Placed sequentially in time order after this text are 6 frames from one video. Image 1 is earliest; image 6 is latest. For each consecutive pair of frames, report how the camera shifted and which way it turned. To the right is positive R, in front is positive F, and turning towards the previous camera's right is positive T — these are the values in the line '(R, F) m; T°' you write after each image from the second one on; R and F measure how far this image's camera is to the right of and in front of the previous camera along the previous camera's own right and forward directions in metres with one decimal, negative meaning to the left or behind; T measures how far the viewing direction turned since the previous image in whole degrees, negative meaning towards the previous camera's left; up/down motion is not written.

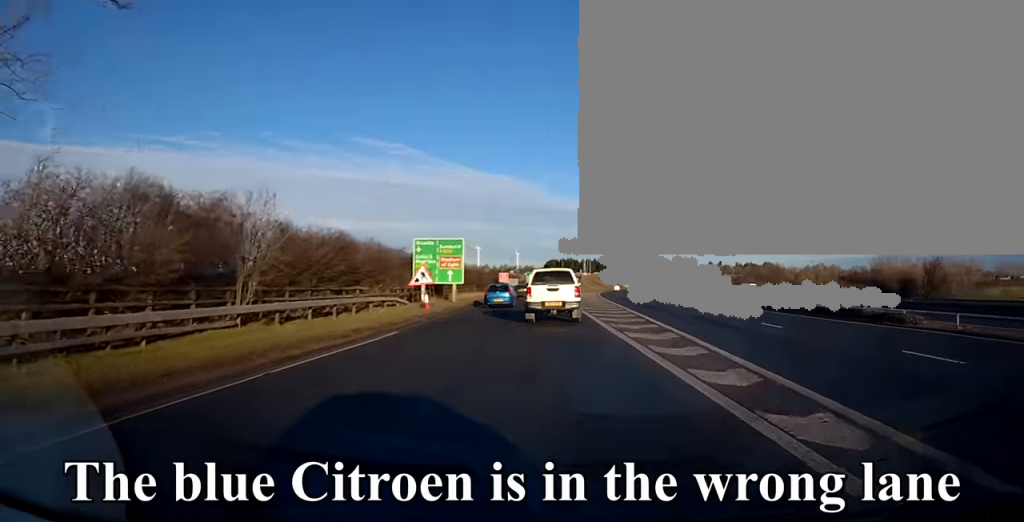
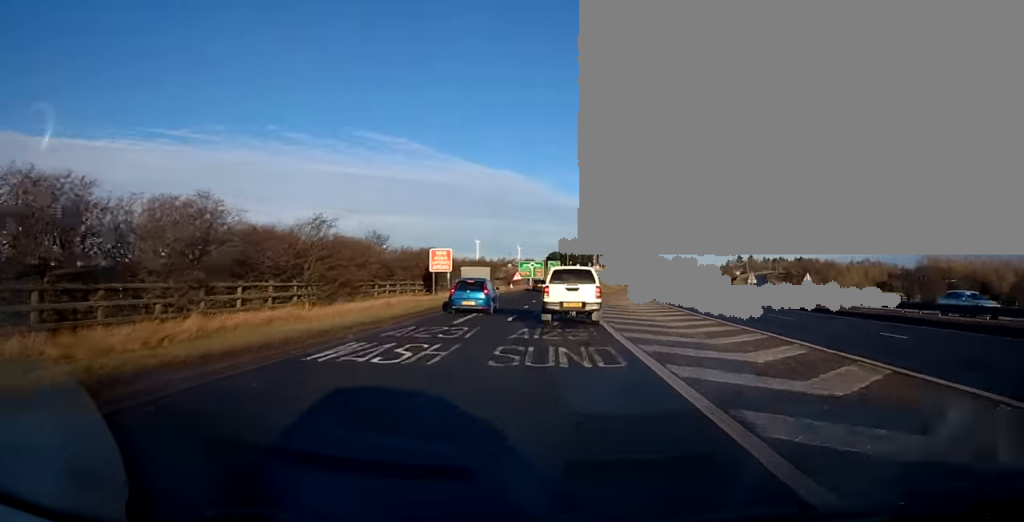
(-0.7, +47.8) m; -1°
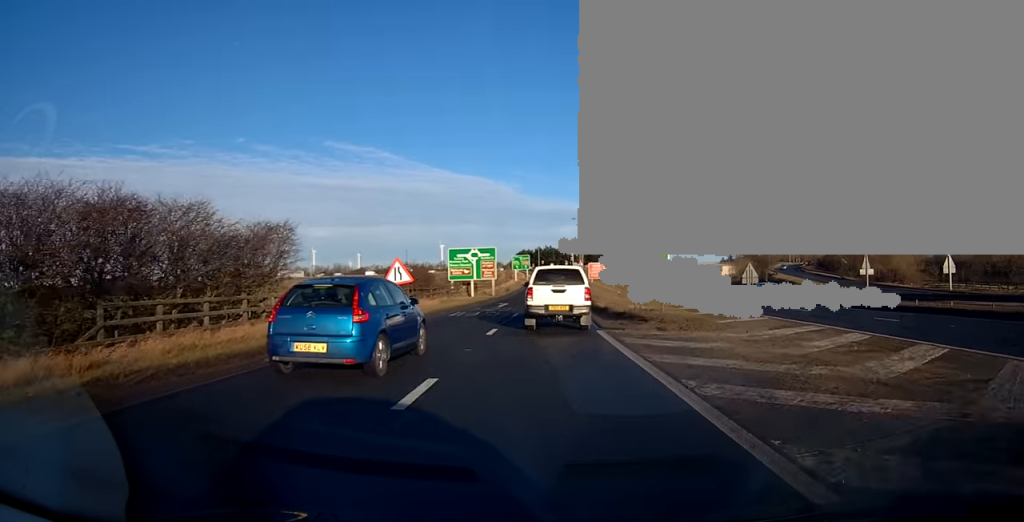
(+1.7, +50.3) m; +4°
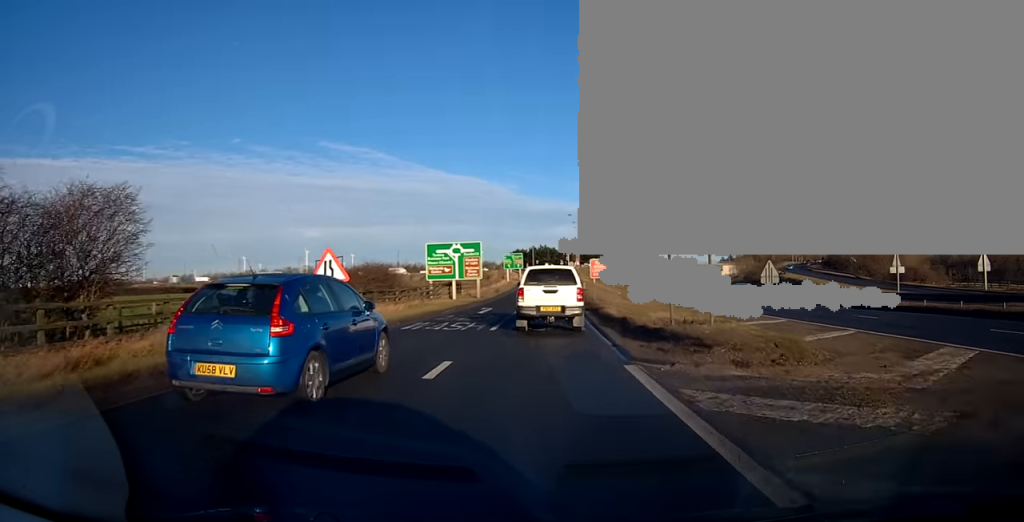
(-0.1, +7.6) m; 0°
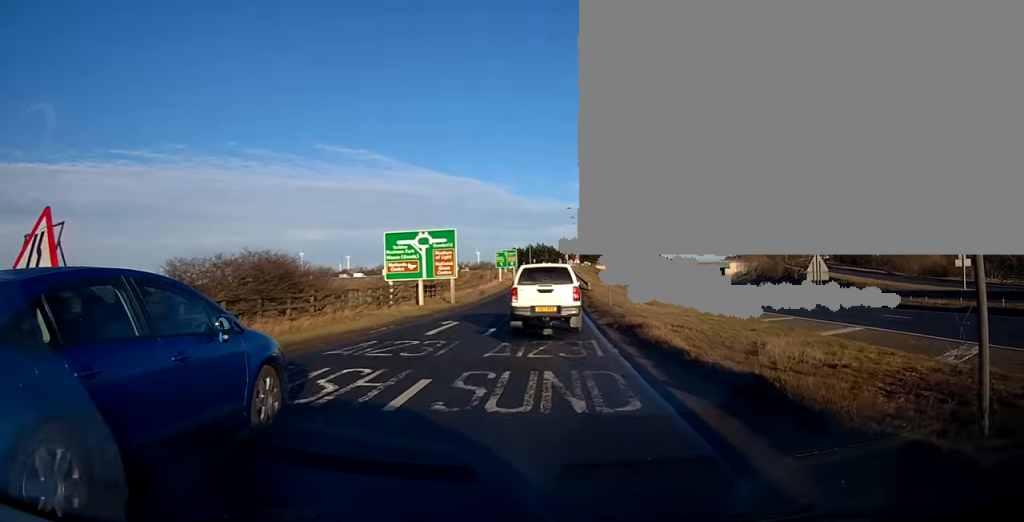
(+0.2, +10.6) m; 0°
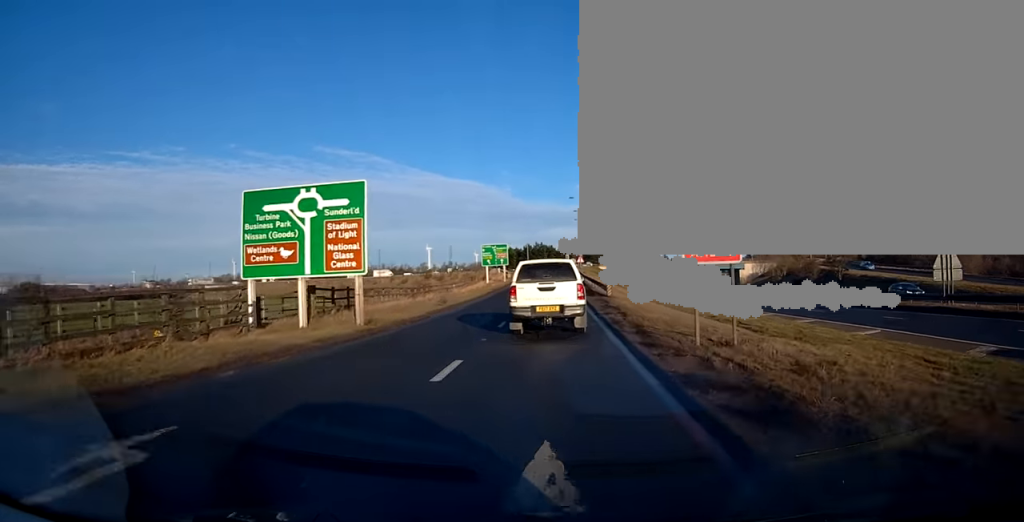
(+0.1, +16.1) m; 0°
